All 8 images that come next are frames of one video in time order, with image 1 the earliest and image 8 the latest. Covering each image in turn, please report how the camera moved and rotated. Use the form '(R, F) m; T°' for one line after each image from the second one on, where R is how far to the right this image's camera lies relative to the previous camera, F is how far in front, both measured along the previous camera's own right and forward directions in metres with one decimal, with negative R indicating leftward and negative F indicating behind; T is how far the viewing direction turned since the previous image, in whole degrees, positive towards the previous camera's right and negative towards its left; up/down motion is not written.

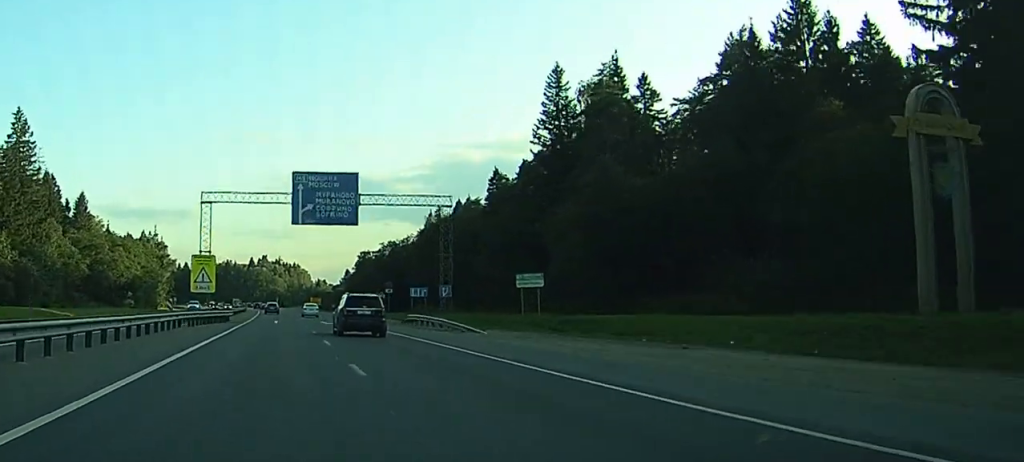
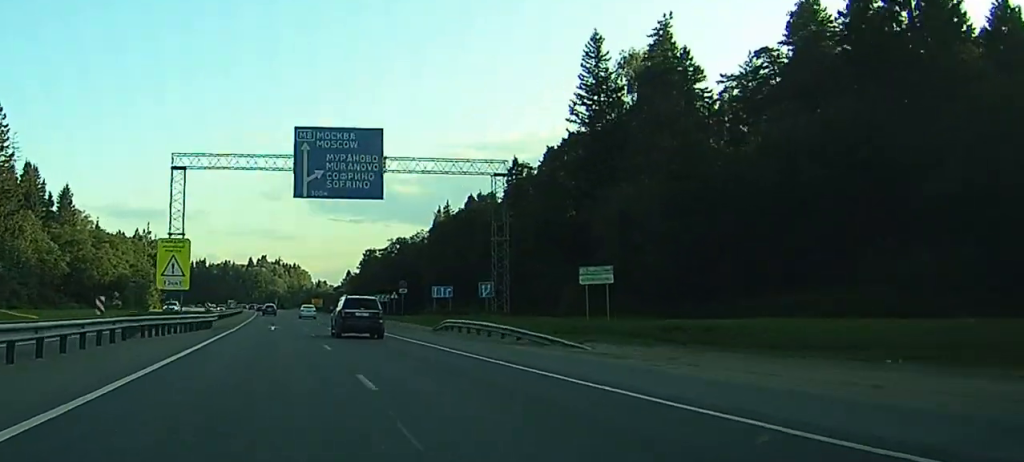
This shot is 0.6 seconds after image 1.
(+0.2, +14.5) m; 0°
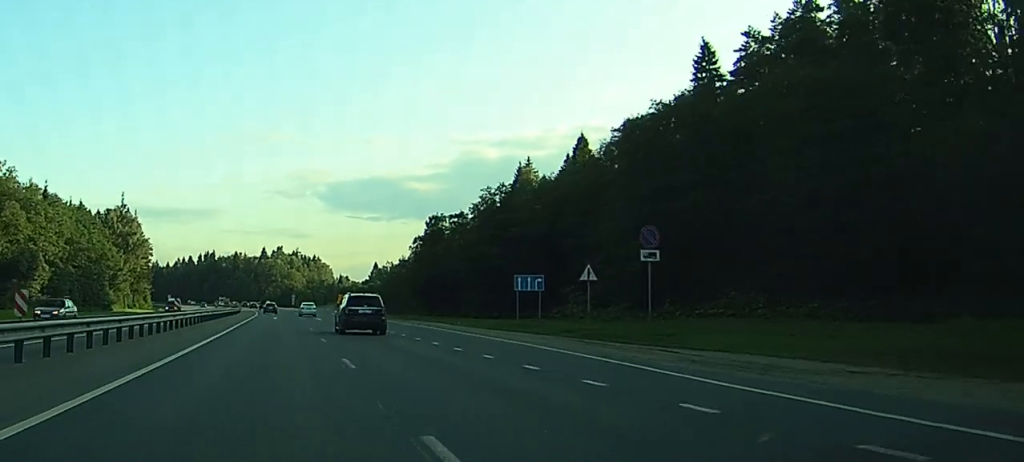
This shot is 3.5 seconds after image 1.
(-0.7, +67.8) m; 0°
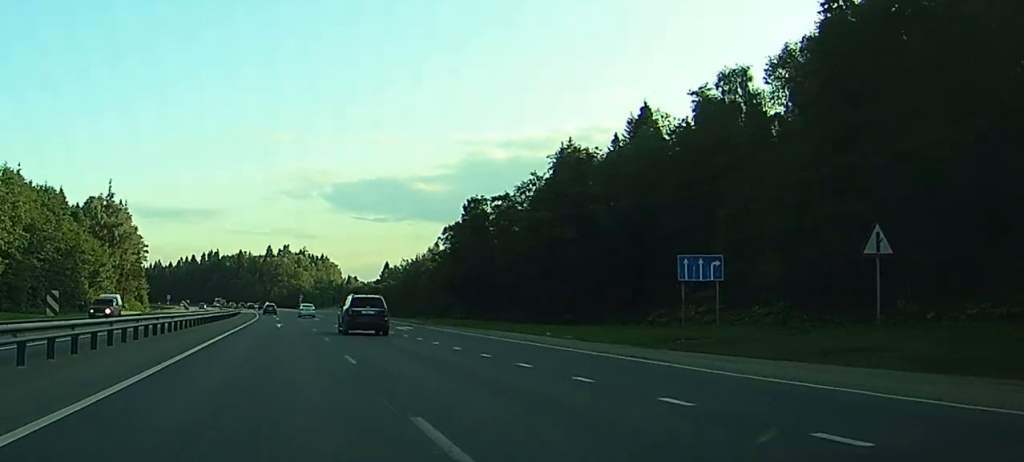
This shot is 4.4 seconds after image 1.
(0.0, +22.5) m; 0°
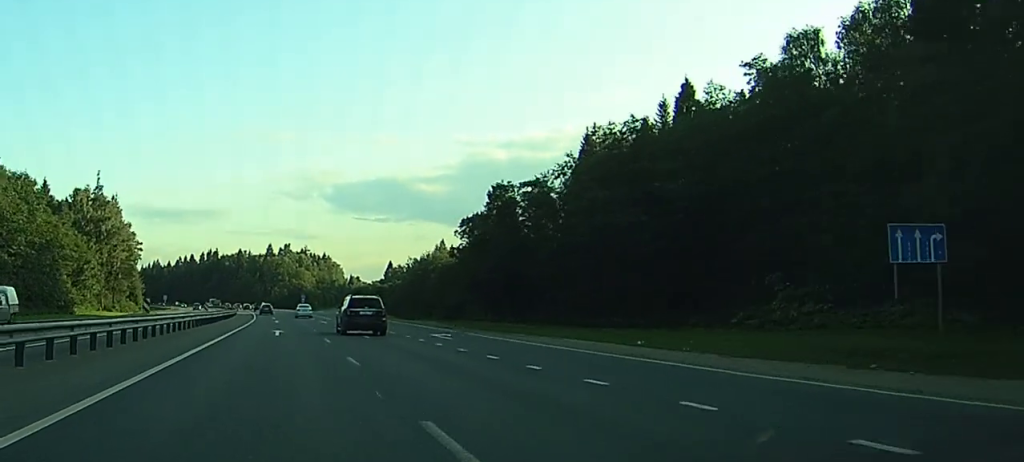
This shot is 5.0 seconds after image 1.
(-0.1, +12.3) m; 0°
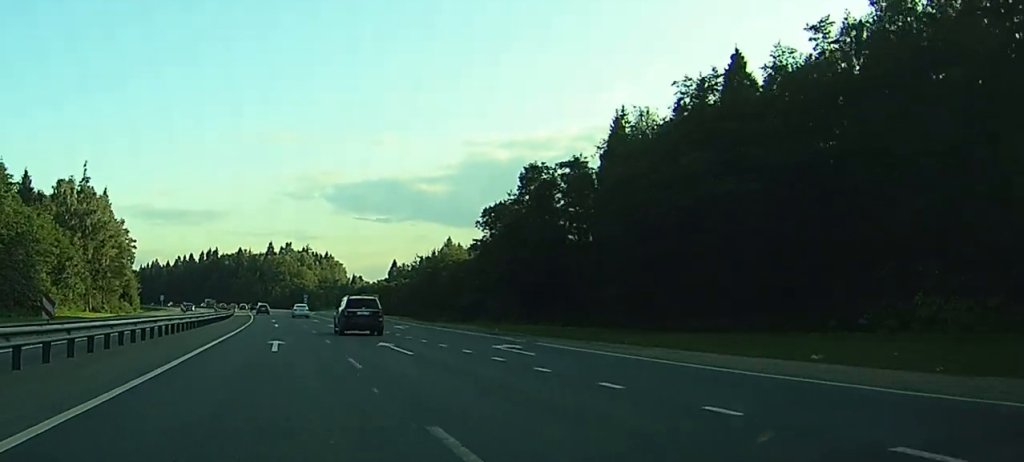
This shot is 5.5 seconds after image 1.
(-0.1, +12.3) m; 0°
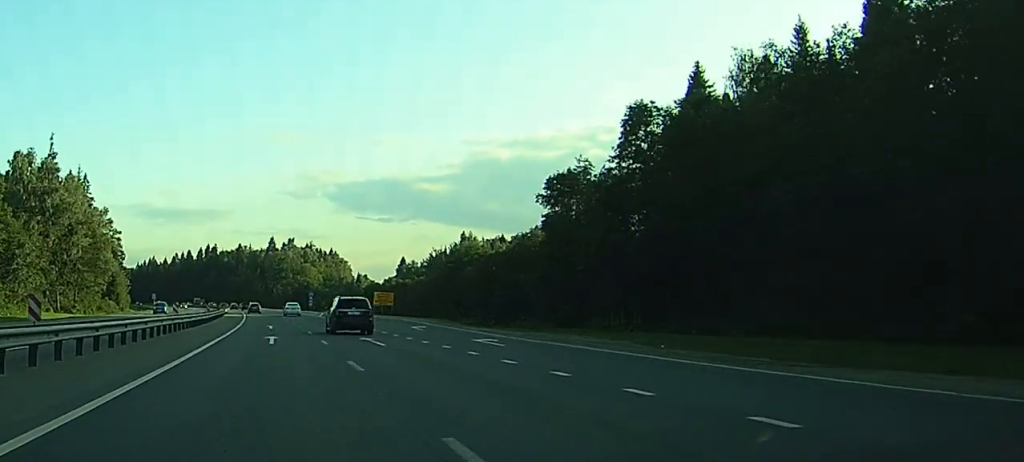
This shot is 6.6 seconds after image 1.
(+0.2, +24.5) m; 0°
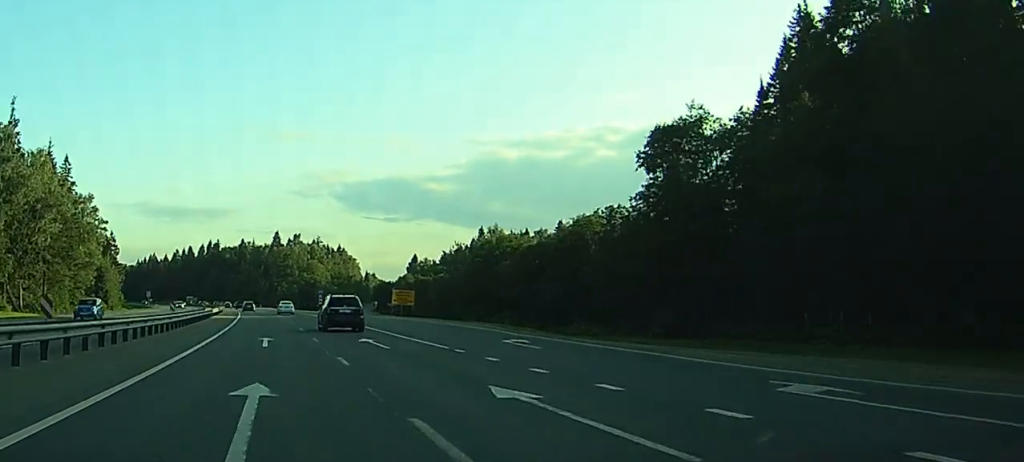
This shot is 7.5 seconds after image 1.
(0.0, +22.3) m; -1°
